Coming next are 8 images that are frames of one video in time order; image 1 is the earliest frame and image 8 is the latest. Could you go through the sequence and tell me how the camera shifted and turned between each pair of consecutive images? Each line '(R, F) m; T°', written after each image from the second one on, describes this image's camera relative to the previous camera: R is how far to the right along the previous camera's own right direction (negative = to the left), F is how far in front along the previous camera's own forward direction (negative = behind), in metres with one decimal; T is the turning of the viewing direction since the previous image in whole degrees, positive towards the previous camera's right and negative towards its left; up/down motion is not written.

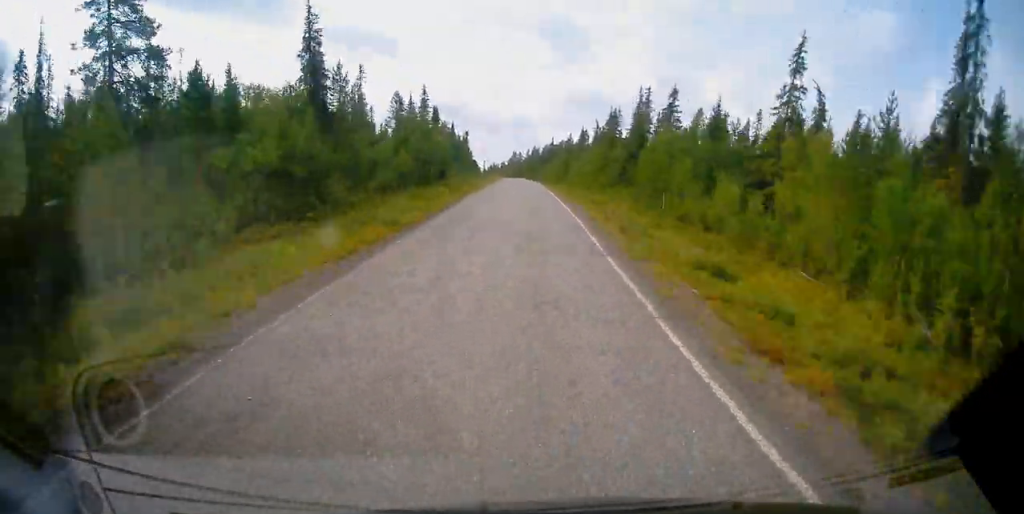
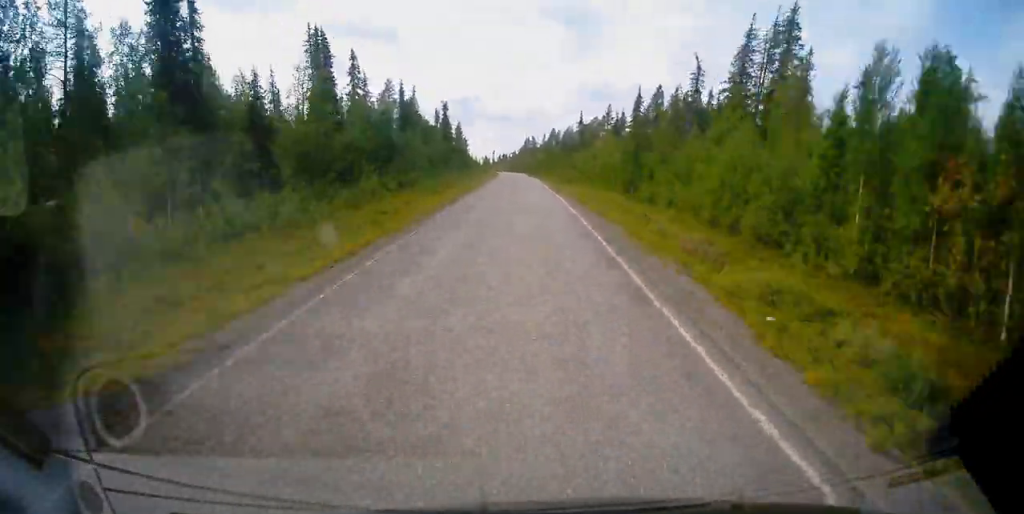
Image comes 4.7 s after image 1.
(-1.9, +72.7) m; -2°
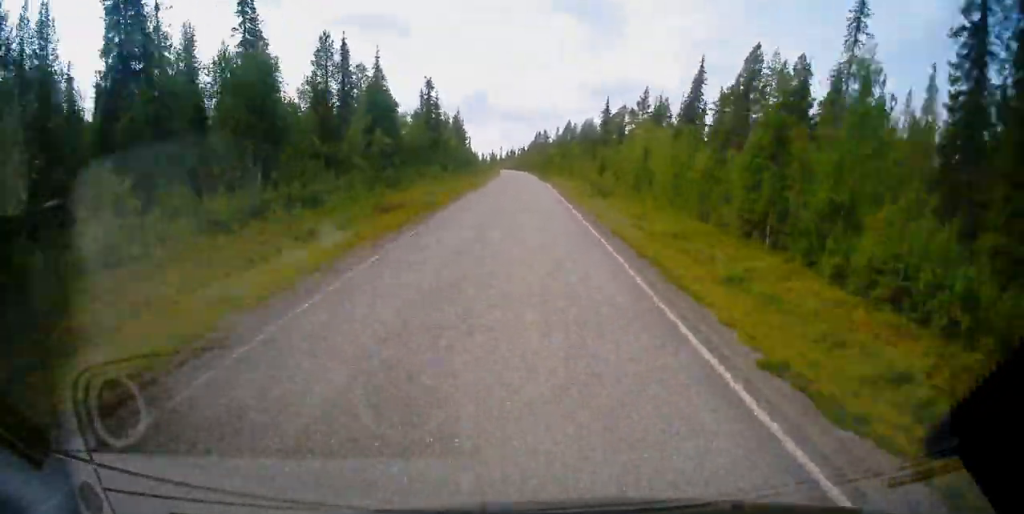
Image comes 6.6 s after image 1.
(-0.1, +30.4) m; -1°
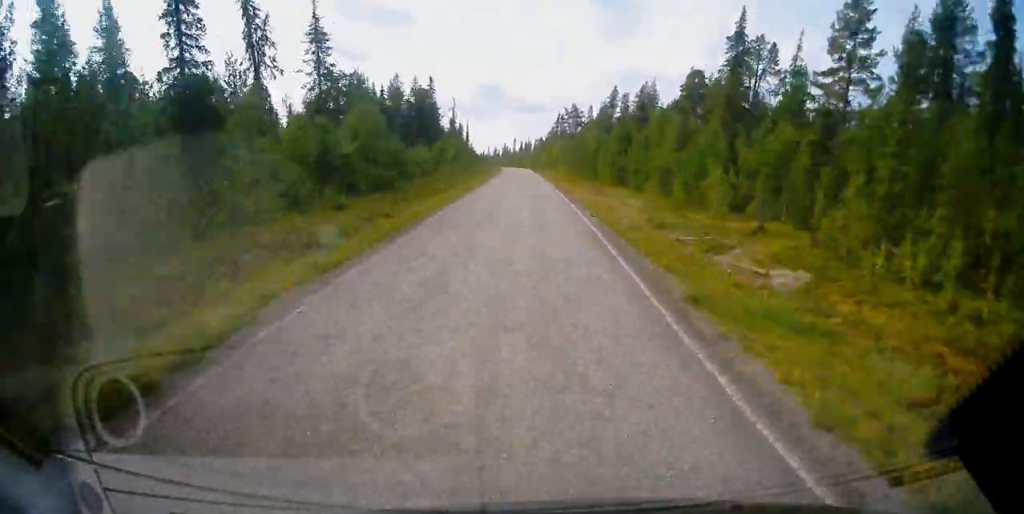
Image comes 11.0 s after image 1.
(-1.0, +68.4) m; -1°
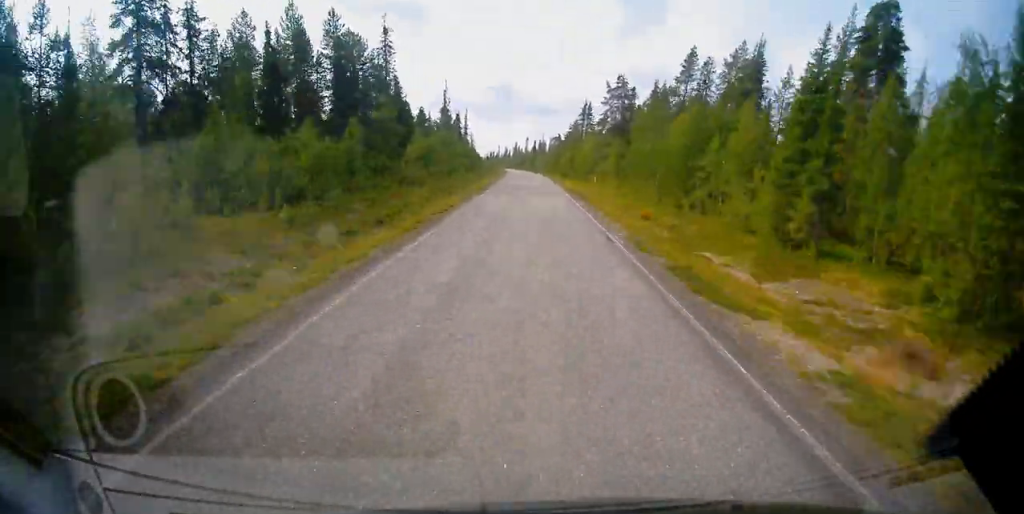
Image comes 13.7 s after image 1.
(-0.3, +42.5) m; -1°
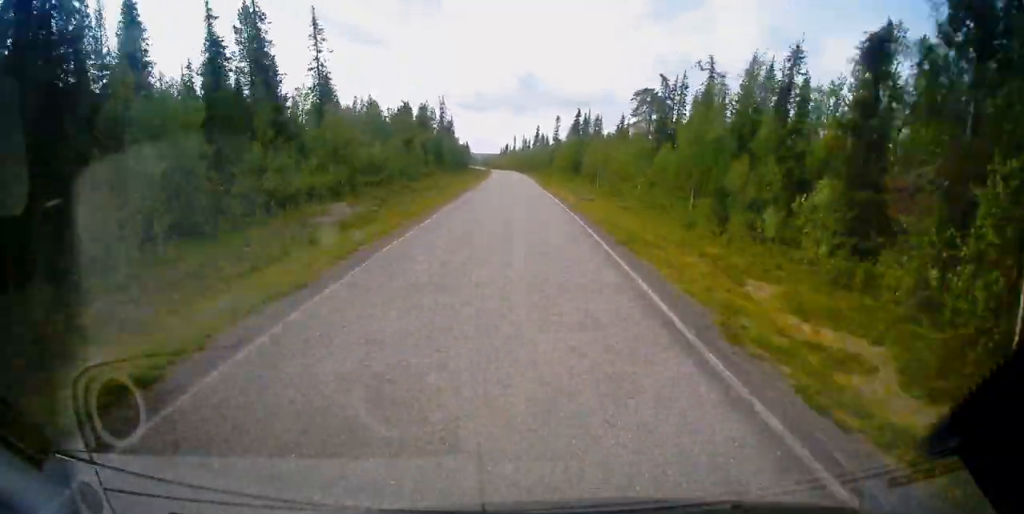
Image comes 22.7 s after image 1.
(-2.8, +141.5) m; -3°
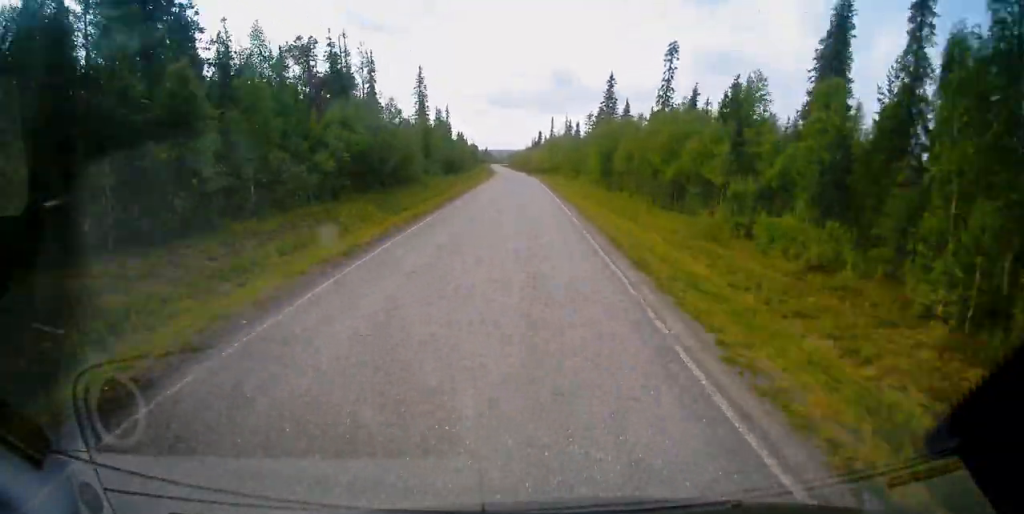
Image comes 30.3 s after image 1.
(-3.7, +120.4) m; -3°
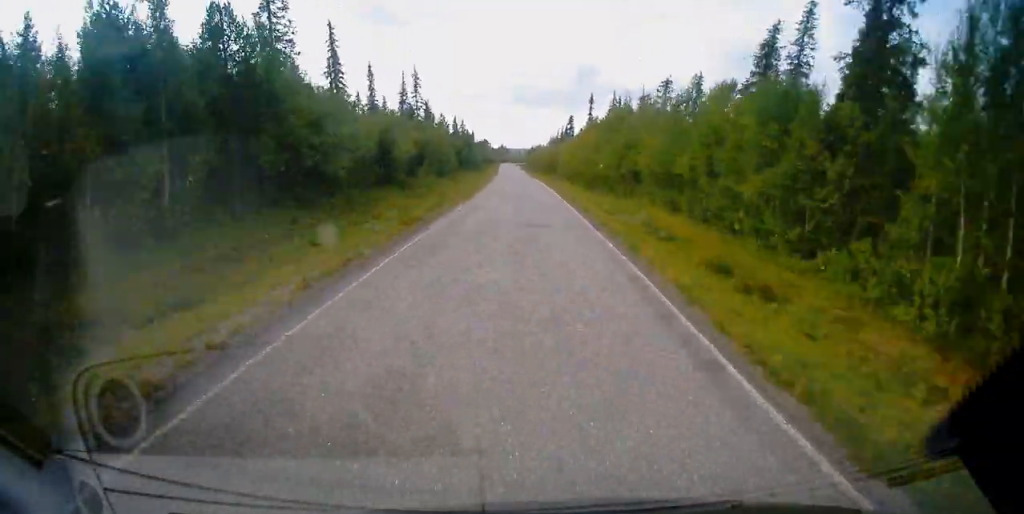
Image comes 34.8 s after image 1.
(-0.7, +70.9) m; -2°
